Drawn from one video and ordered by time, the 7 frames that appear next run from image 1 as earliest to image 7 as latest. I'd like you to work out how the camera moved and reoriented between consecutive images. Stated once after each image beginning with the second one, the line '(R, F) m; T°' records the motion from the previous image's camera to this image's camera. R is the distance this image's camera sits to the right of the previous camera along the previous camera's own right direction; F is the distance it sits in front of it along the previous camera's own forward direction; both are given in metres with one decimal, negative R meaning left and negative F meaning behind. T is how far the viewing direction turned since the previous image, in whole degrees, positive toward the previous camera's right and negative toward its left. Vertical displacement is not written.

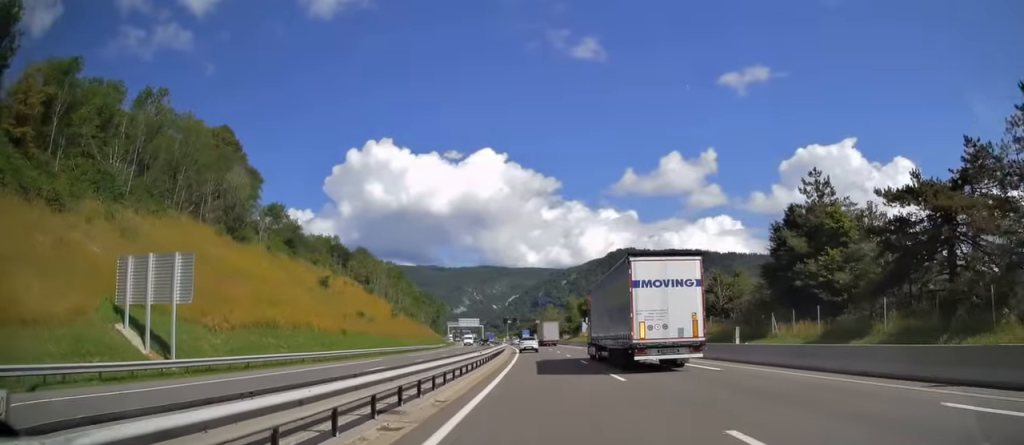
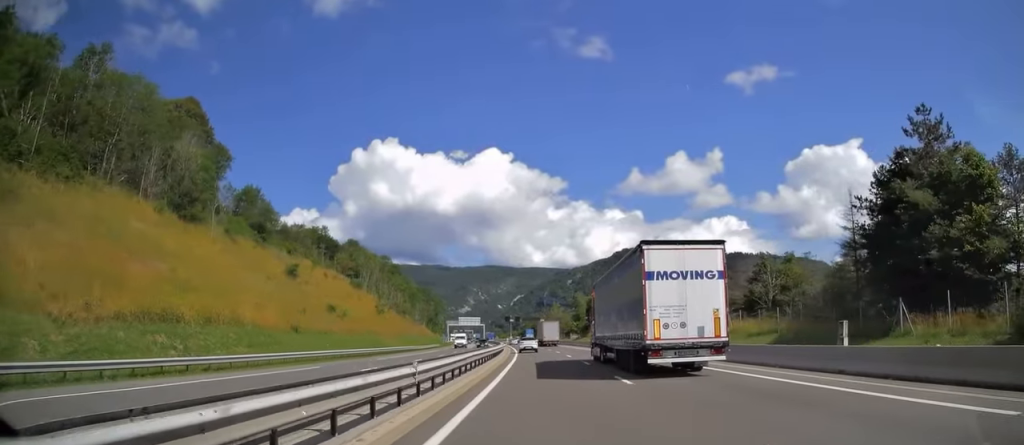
(-0.1, +14.1) m; -1°
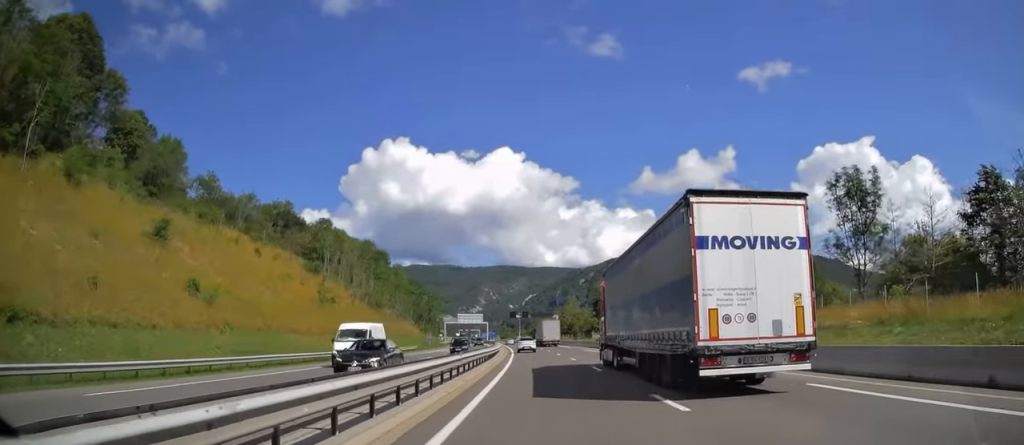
(-0.3, +31.9) m; -1°
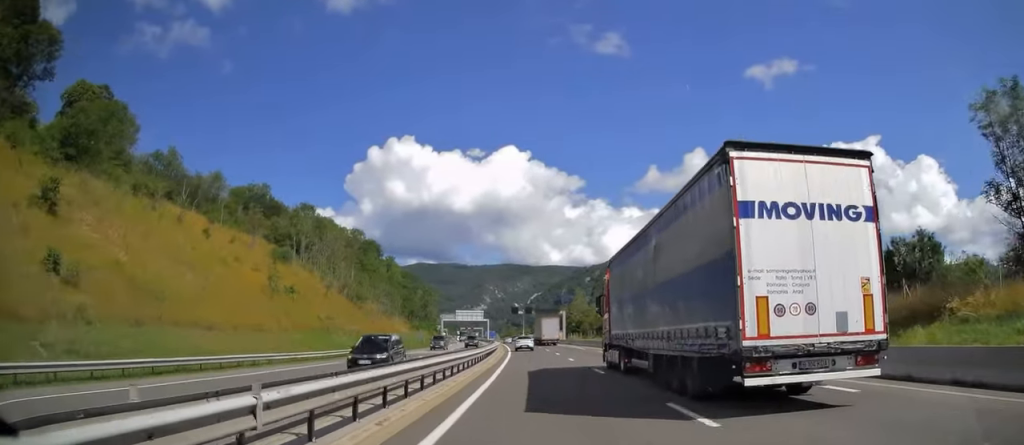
(-0.1, +14.8) m; -1°
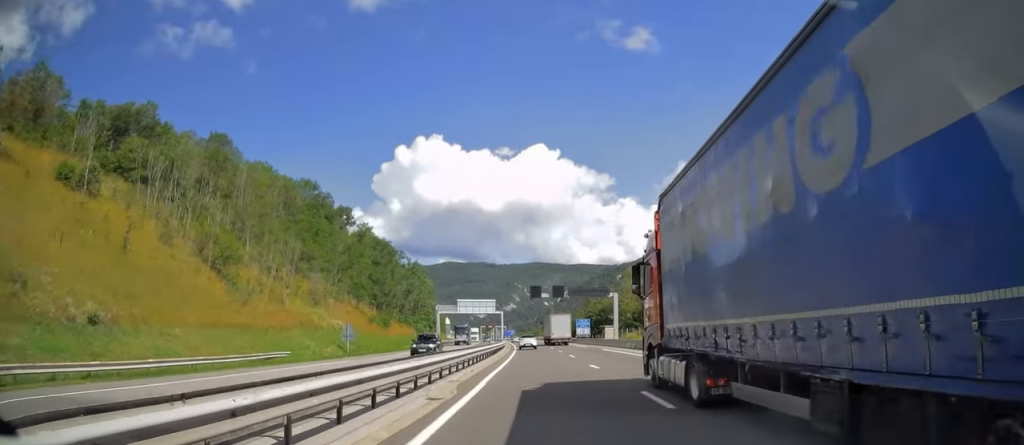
(-0.8, +48.7) m; -2°
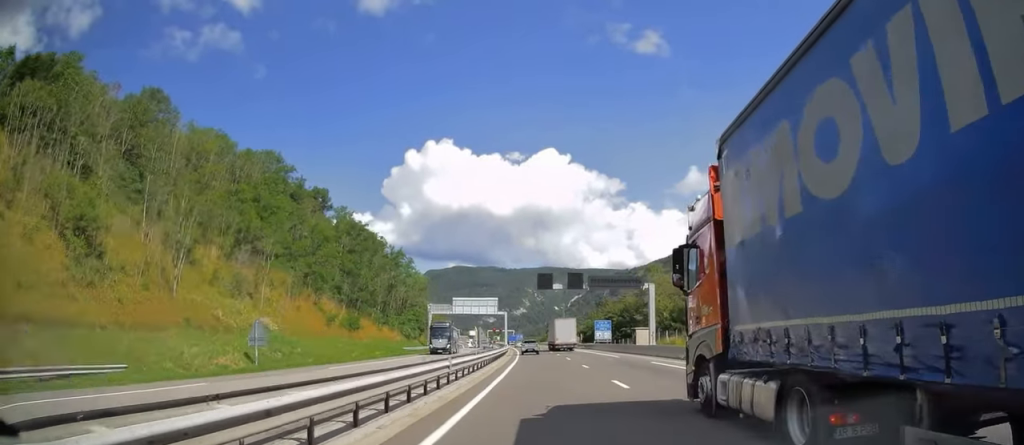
(-0.2, +19.7) m; -1°
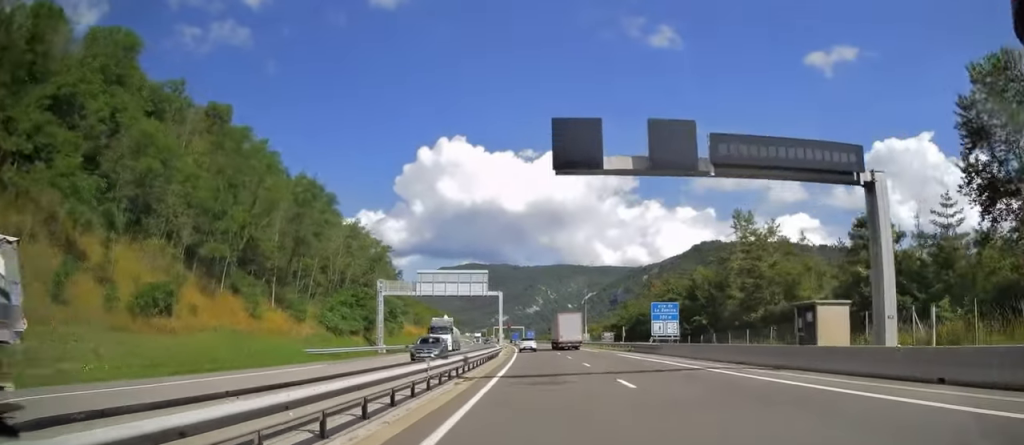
(-0.5, +40.0) m; -2°
